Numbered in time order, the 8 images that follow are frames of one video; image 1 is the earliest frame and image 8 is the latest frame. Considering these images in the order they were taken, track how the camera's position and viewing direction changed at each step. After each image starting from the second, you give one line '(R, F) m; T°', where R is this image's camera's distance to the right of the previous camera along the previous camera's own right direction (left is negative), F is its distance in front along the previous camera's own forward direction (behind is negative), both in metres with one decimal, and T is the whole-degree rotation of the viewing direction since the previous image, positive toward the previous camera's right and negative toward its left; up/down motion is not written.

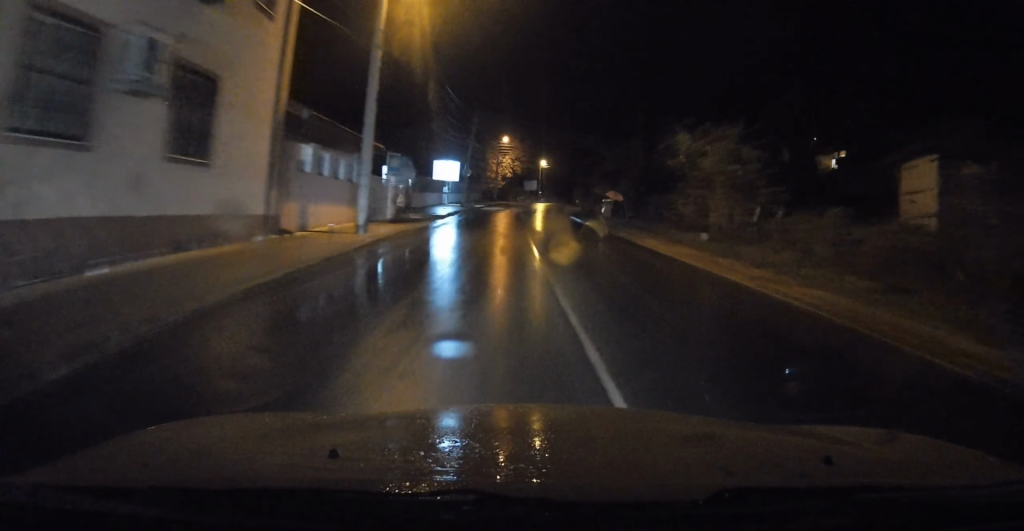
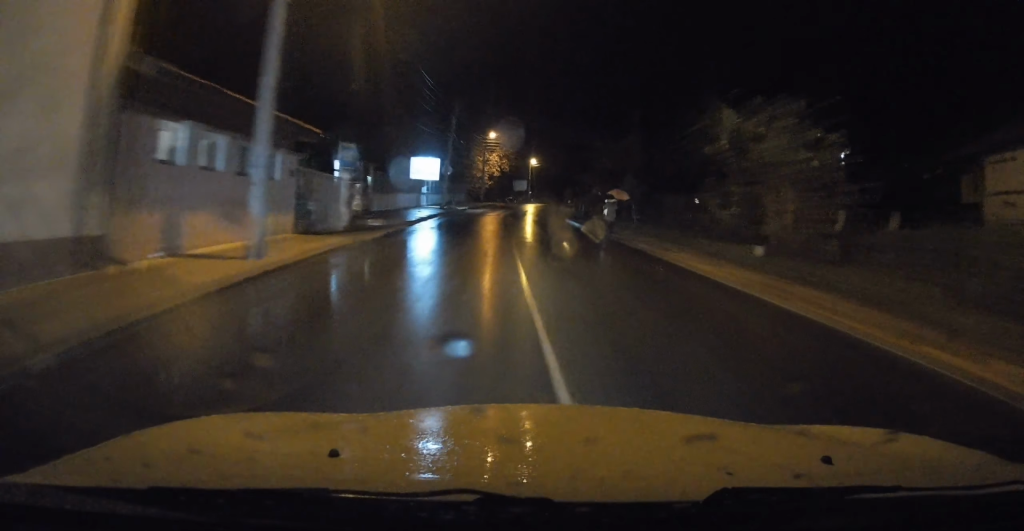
(+0.1, +6.6) m; +1°
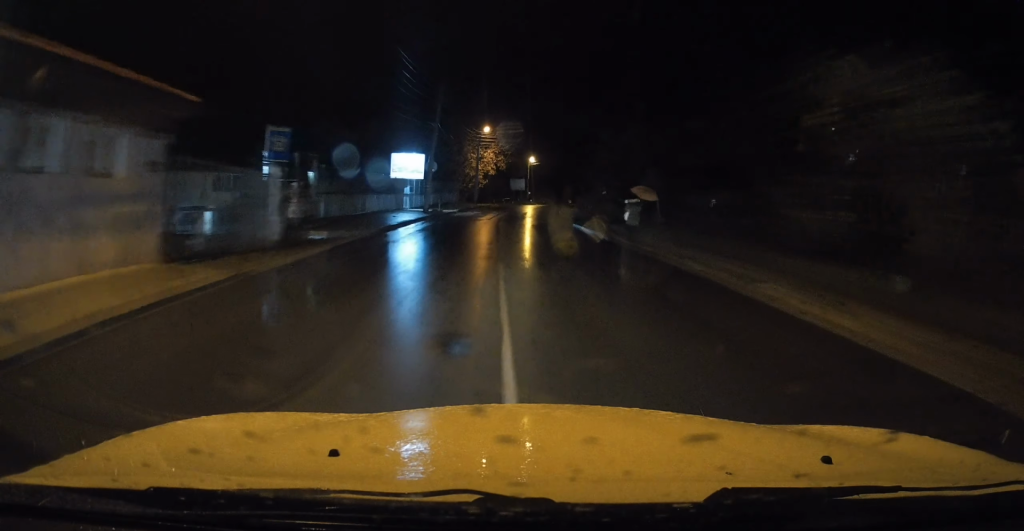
(0.0, +7.0) m; +1°
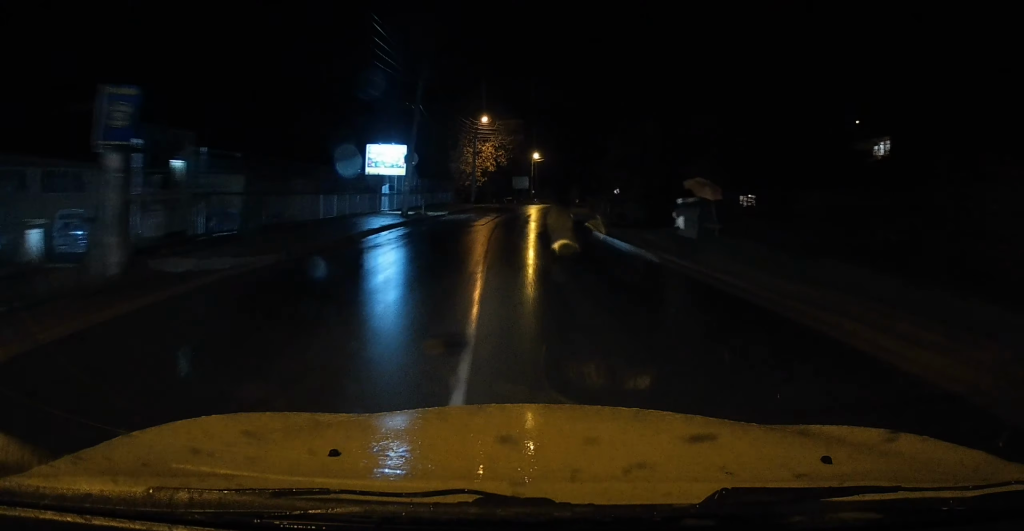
(+0.1, +8.0) m; 0°
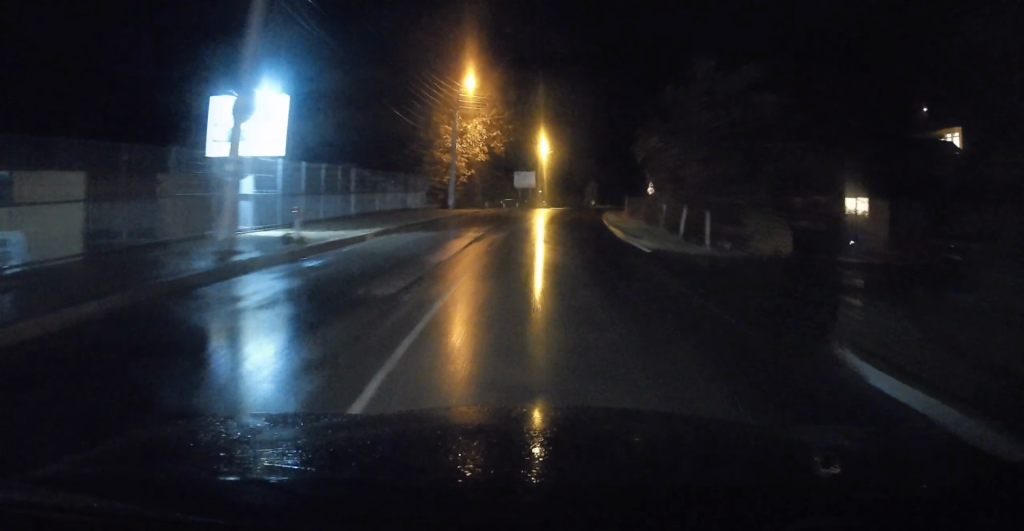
(+0.1, +19.4) m; +1°
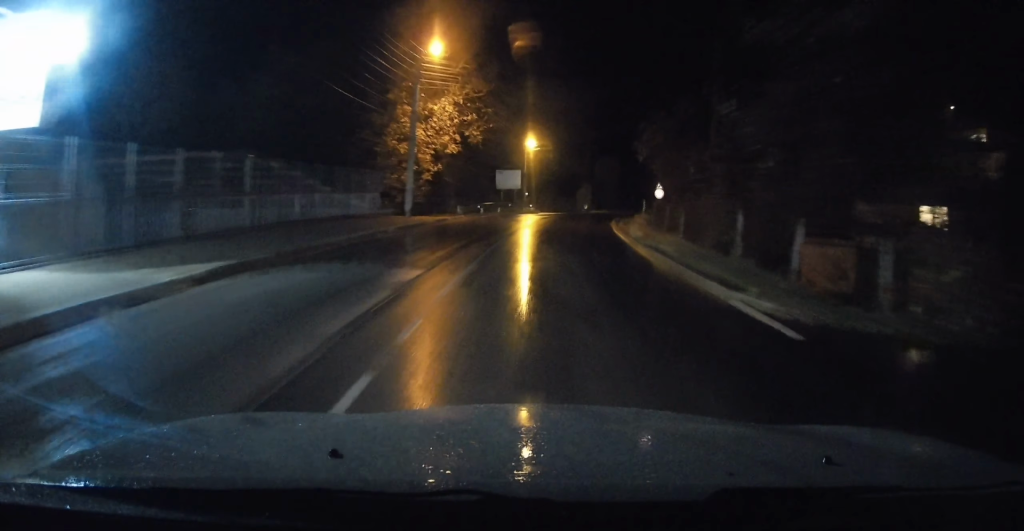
(+0.1, +9.6) m; +1°
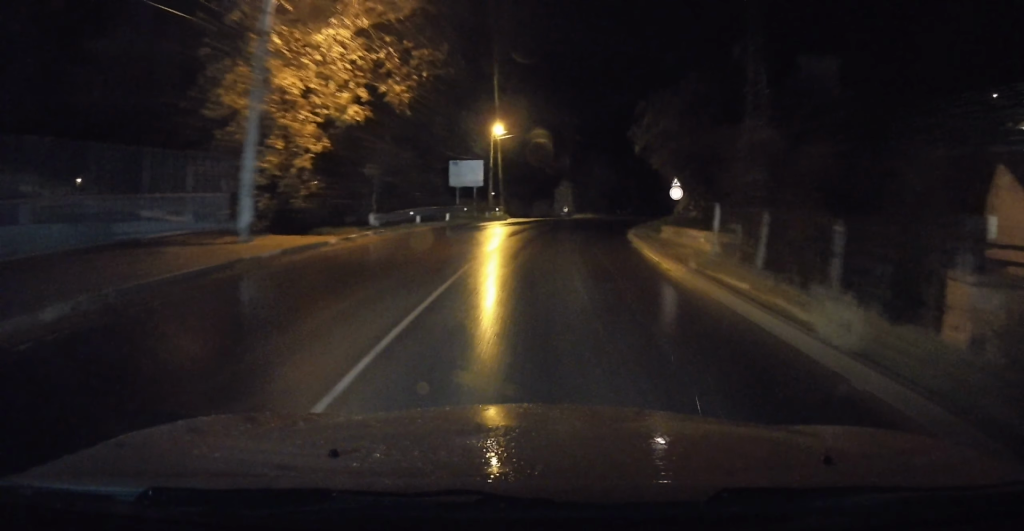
(+0.2, +14.4) m; +4°
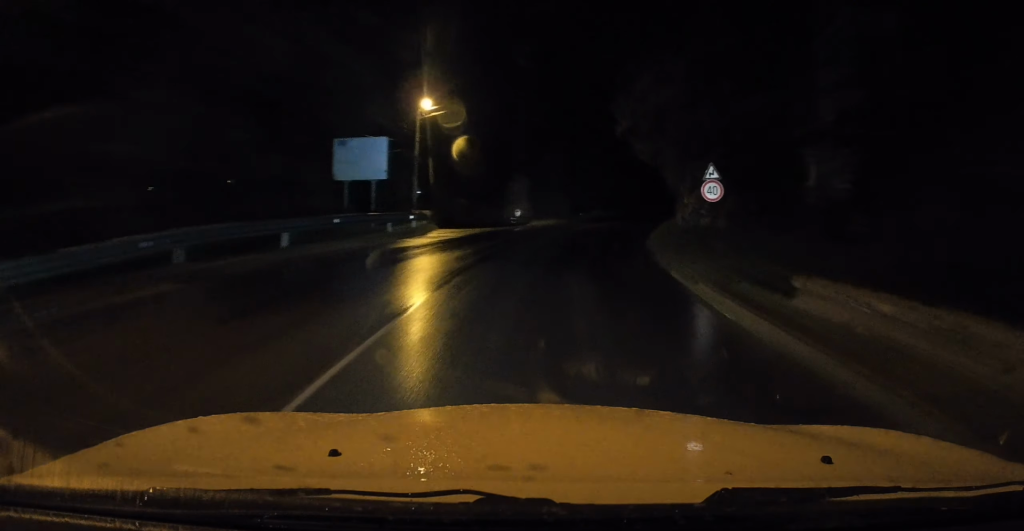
(+0.8, +15.4) m; +6°
